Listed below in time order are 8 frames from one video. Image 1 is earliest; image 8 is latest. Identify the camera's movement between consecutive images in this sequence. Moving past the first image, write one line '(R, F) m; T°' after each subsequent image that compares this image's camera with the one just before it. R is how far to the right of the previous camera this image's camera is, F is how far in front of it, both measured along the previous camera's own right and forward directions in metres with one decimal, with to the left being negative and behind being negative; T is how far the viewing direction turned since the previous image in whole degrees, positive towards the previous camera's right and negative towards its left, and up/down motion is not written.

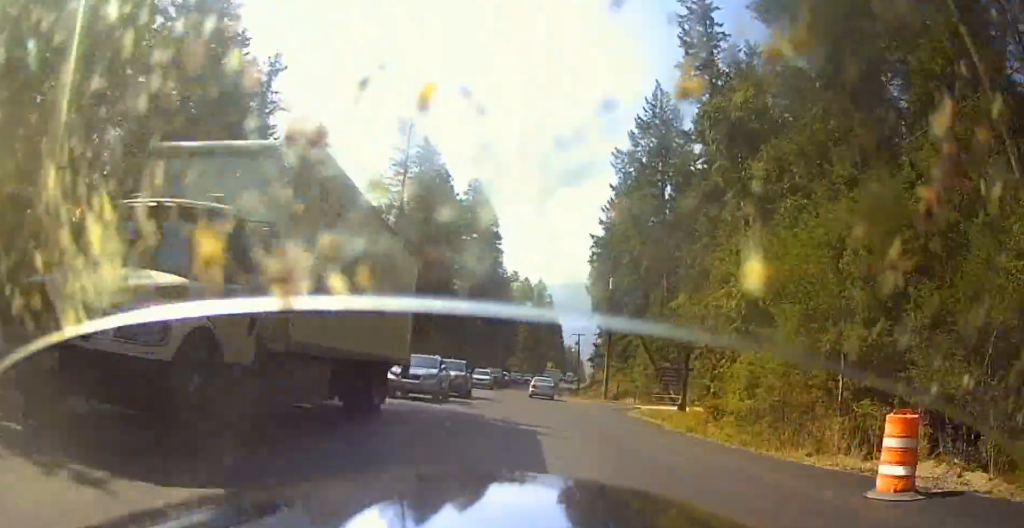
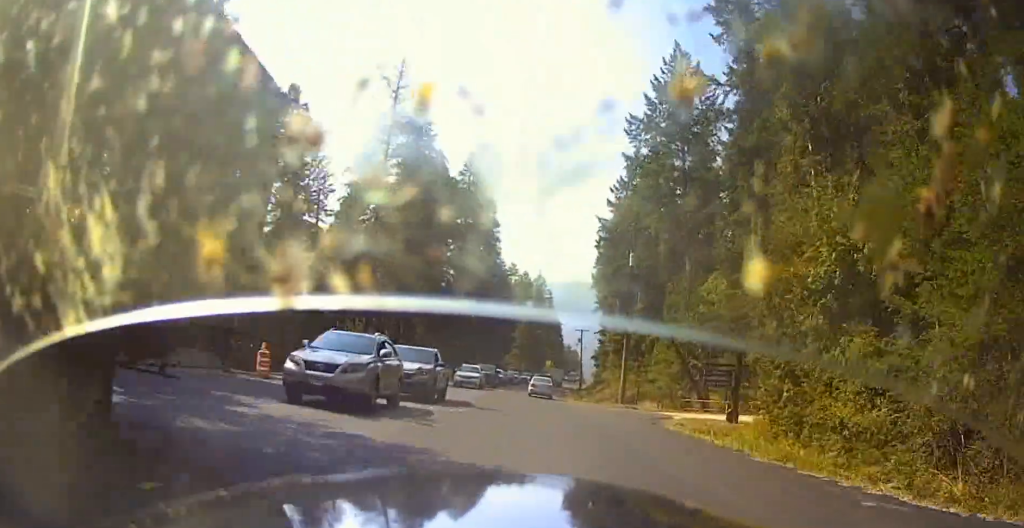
(0.0, +9.9) m; 0°
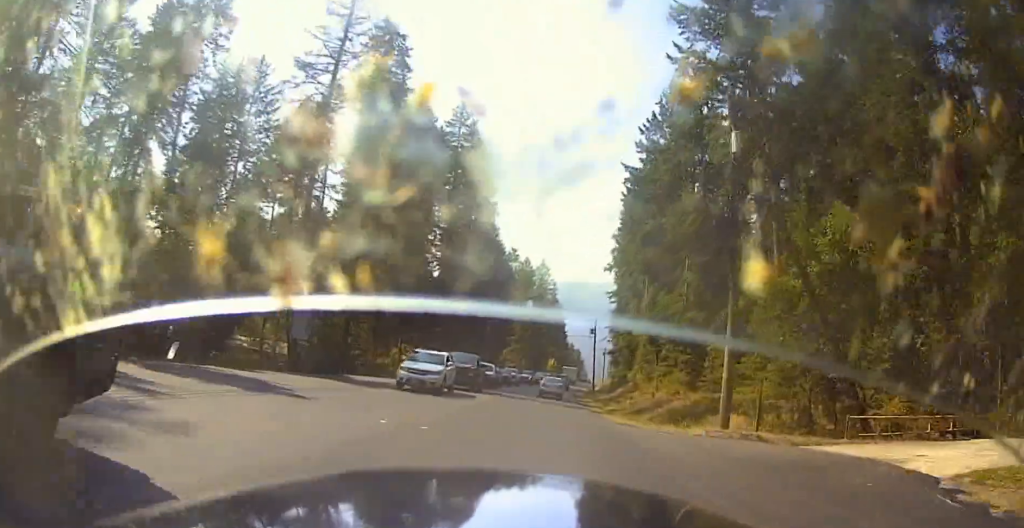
(0.0, +20.6) m; 0°
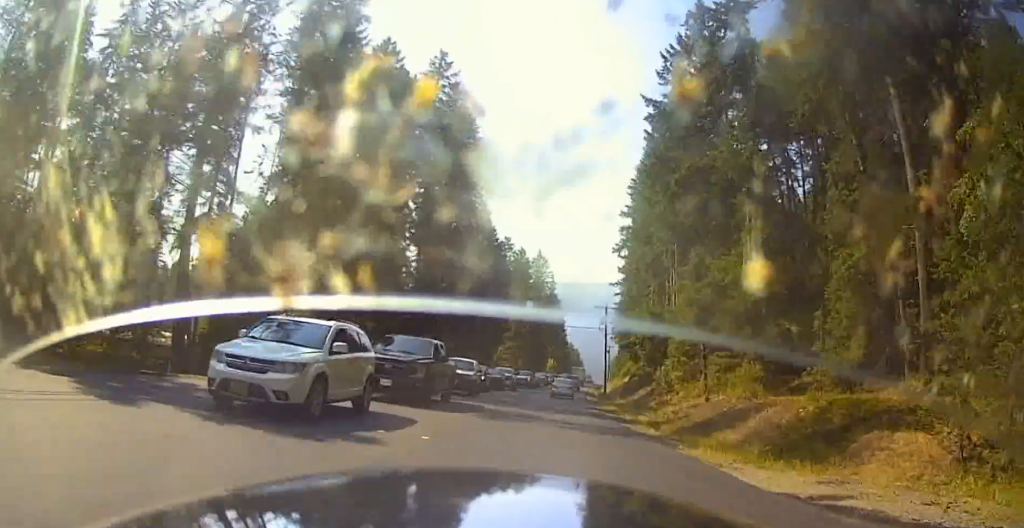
(0.0, +15.5) m; 0°
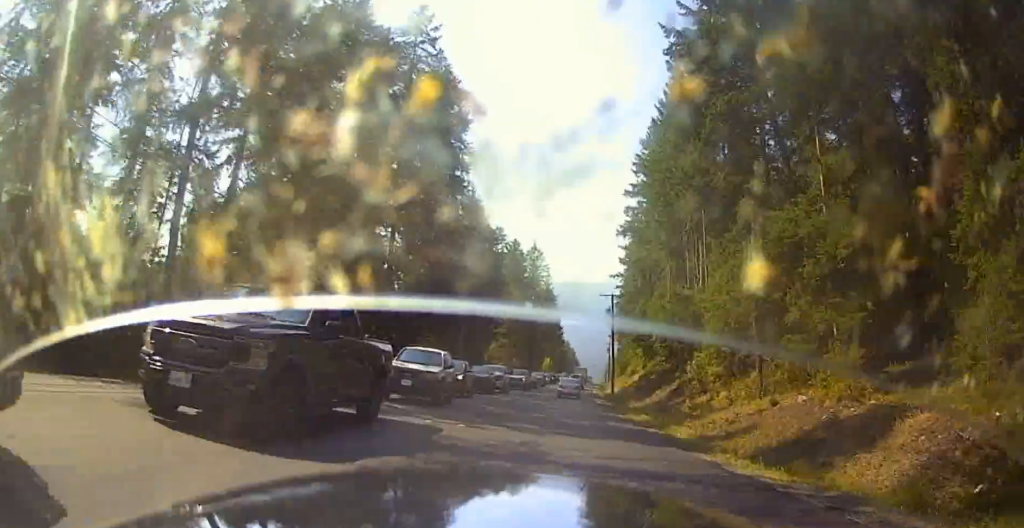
(0.0, +10.4) m; 0°
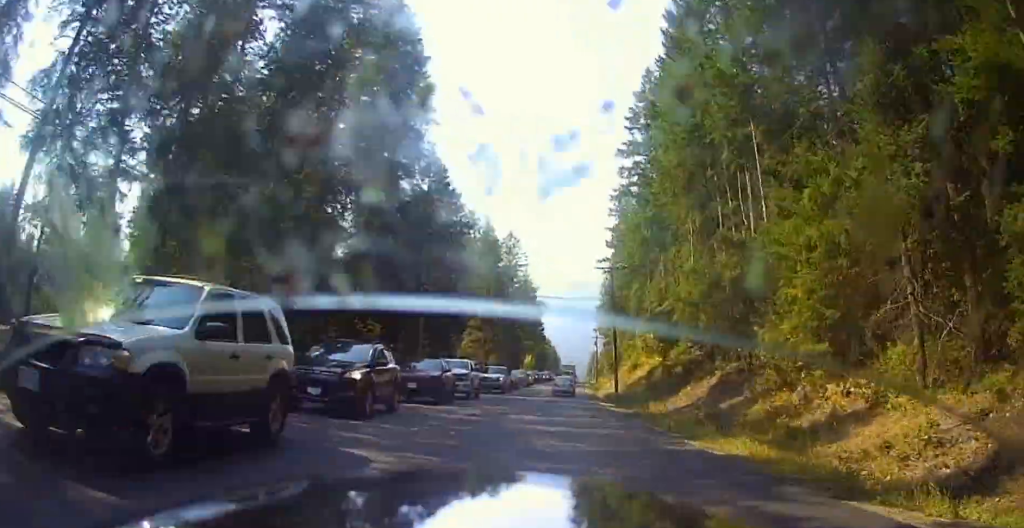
(0.0, +14.7) m; 0°
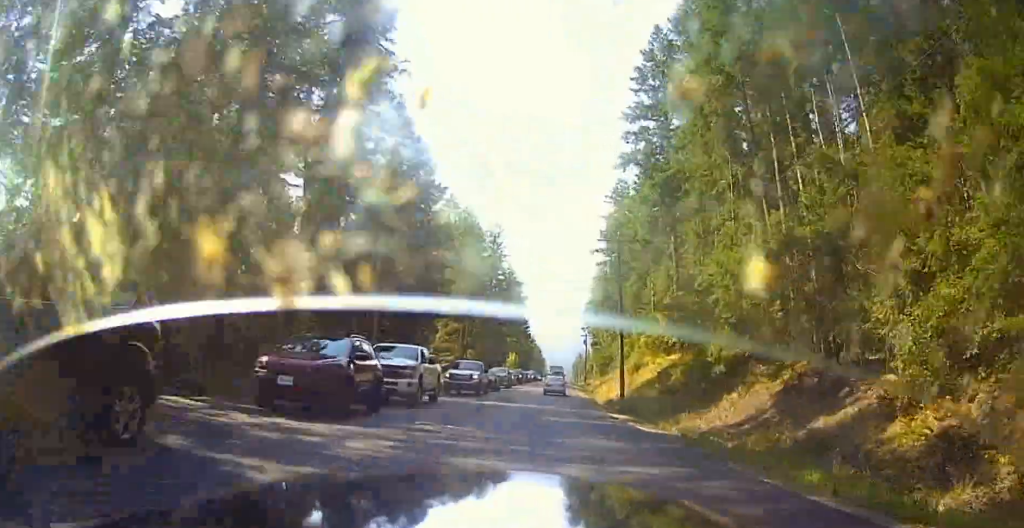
(0.0, +11.0) m; +2°
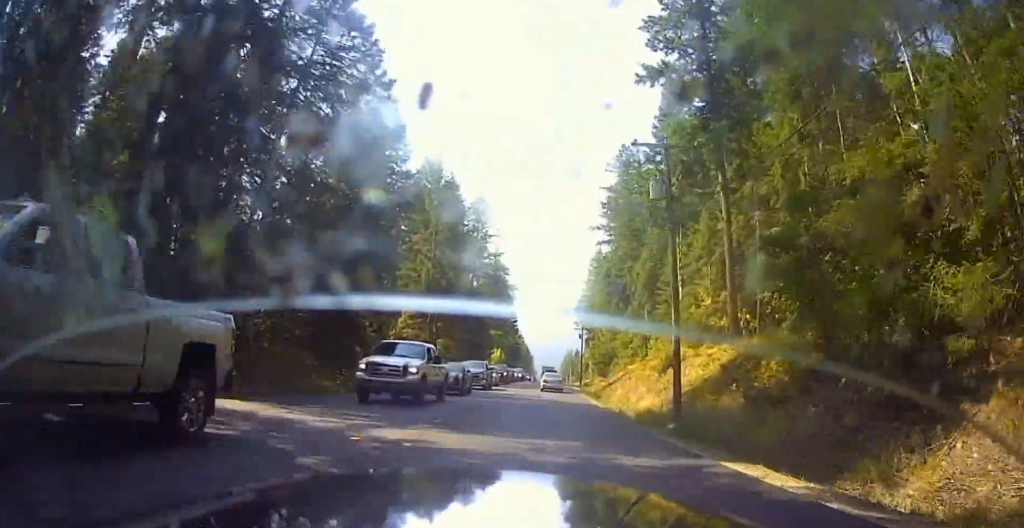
(+0.9, +17.5) m; +3°
